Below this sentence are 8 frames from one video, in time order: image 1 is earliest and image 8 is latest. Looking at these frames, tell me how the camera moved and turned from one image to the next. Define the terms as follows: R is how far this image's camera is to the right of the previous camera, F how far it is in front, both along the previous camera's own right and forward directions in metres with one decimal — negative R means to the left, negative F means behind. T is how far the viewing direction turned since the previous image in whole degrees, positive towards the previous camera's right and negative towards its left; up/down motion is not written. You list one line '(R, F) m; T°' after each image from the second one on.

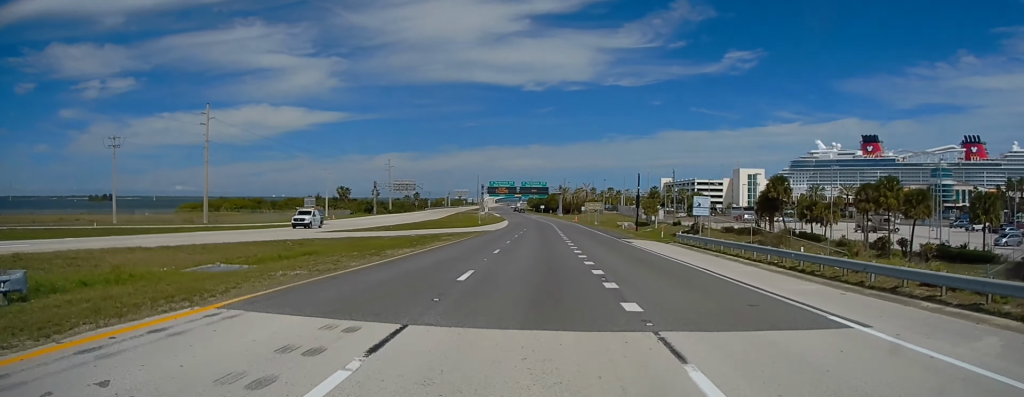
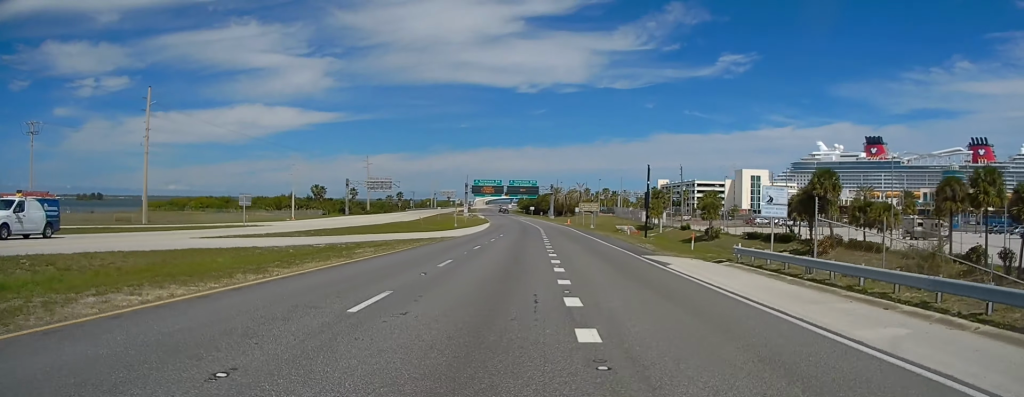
(-0.2, +18.8) m; -1°
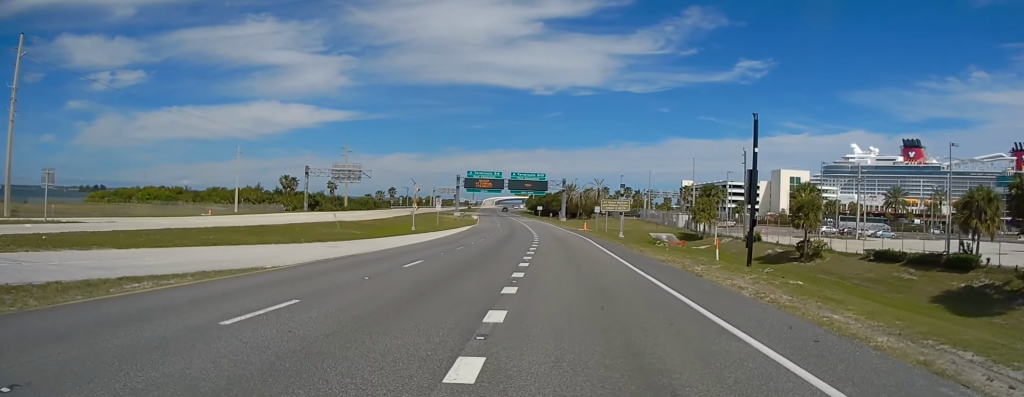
(-0.4, +37.1) m; -1°
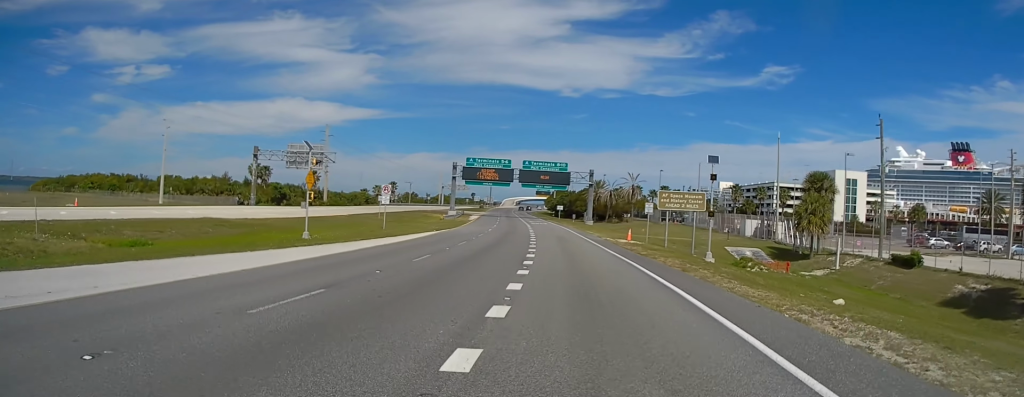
(-0.7, +34.5) m; -3°
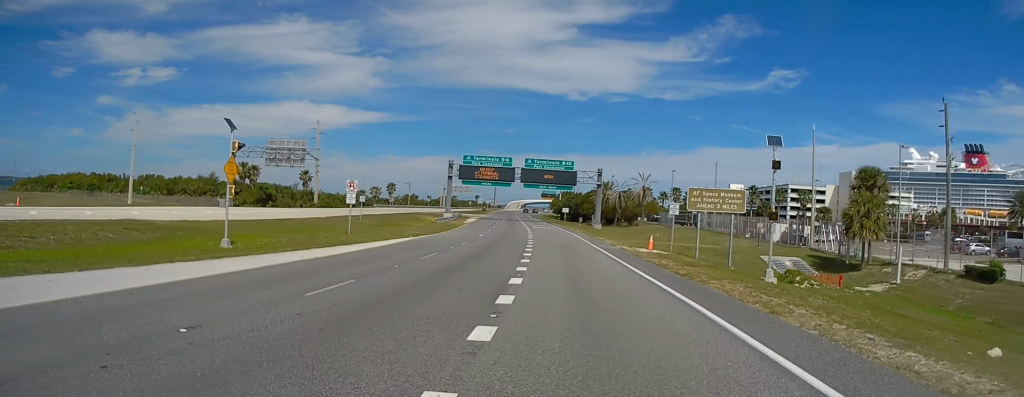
(-0.2, +9.8) m; -1°
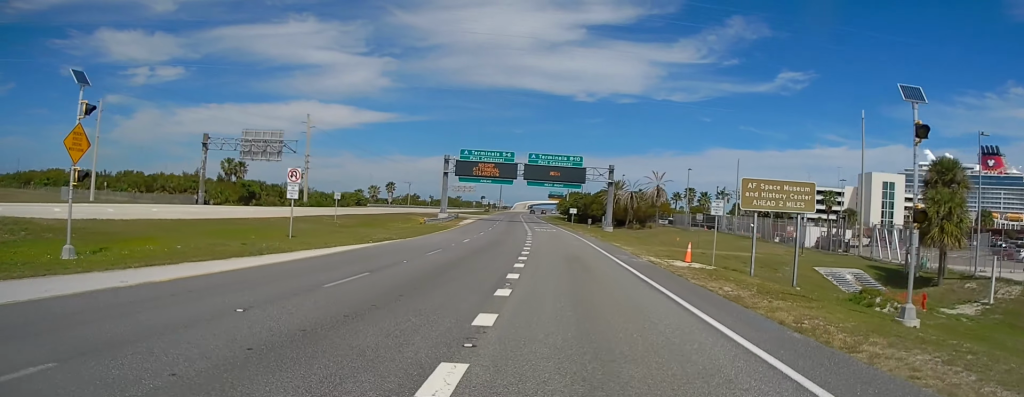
(-0.1, +10.4) m; 0°
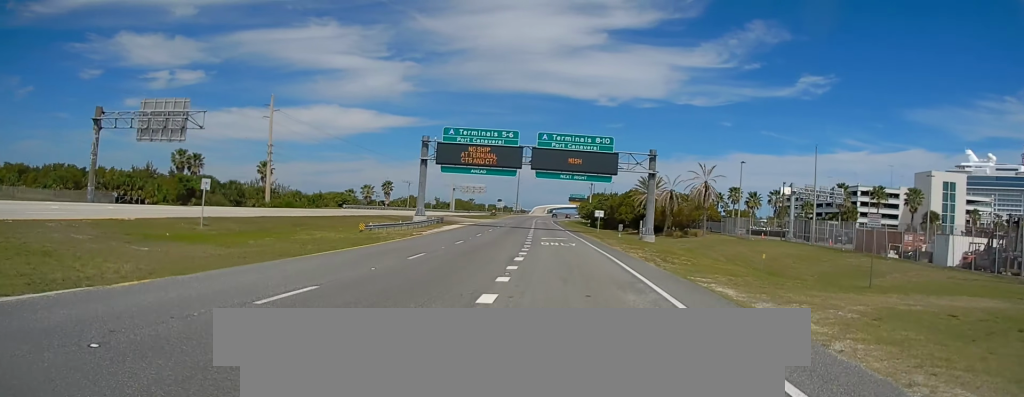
(0.0, +27.3) m; -1°
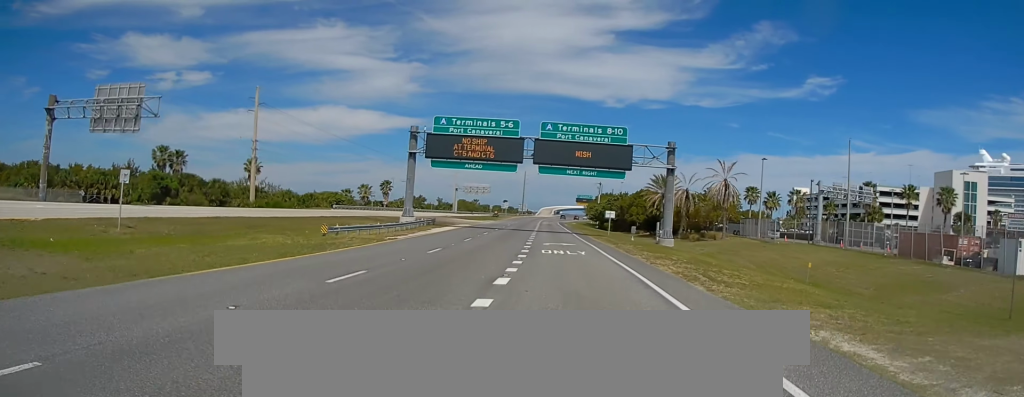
(+0.1, +8.4) m; -1°
